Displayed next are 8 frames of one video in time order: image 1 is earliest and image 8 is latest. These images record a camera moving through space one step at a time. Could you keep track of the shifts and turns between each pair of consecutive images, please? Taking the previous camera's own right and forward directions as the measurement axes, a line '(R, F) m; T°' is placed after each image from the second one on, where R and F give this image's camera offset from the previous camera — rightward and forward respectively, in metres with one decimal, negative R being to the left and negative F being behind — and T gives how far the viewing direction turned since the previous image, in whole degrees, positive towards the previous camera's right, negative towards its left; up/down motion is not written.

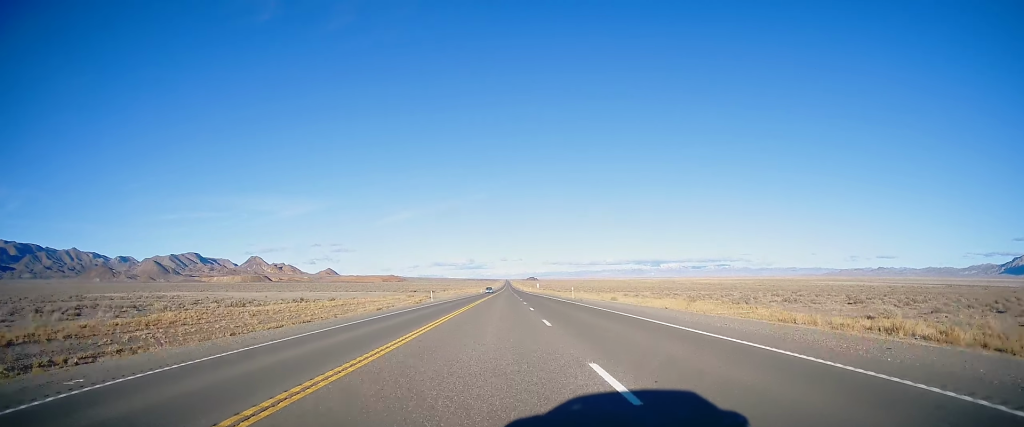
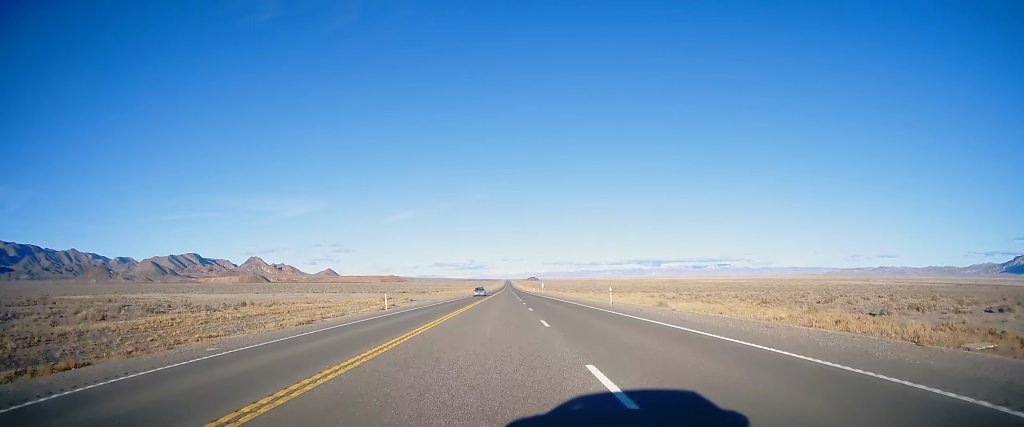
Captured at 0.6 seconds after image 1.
(+0.2, +24.7) m; 0°
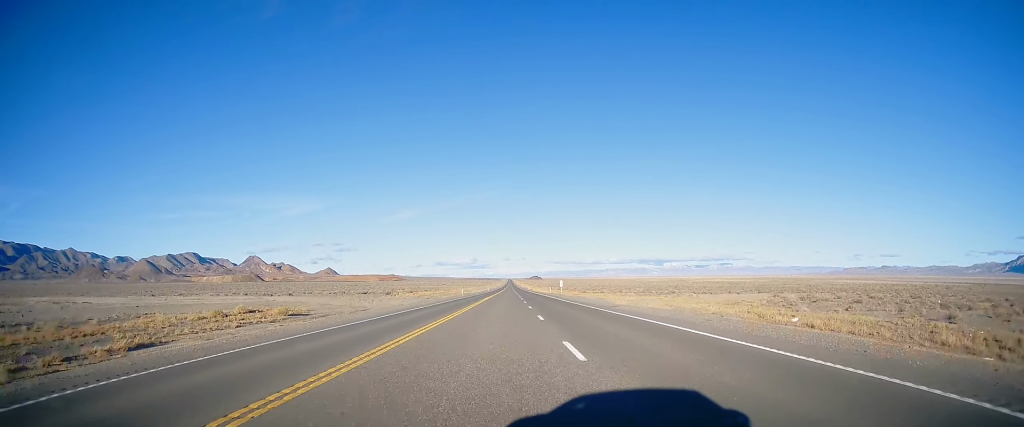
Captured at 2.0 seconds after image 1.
(-0.4, +58.2) m; 0°
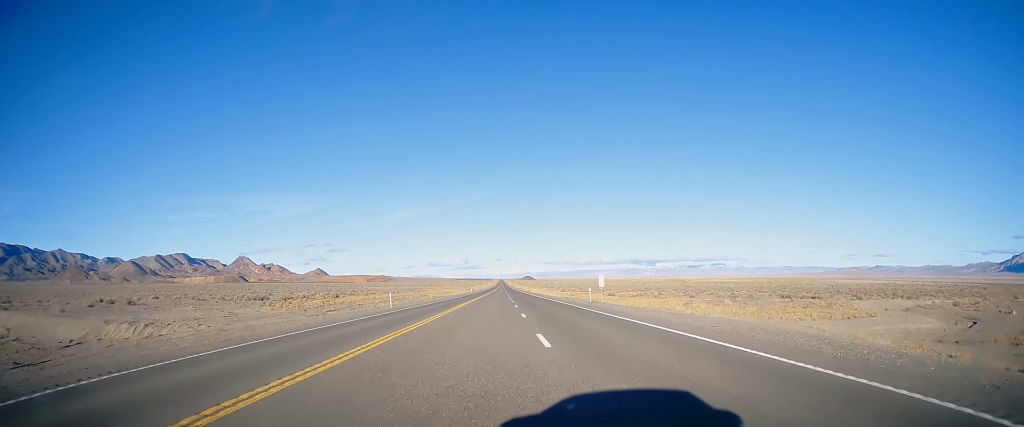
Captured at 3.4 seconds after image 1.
(+0.4, +59.0) m; +1°
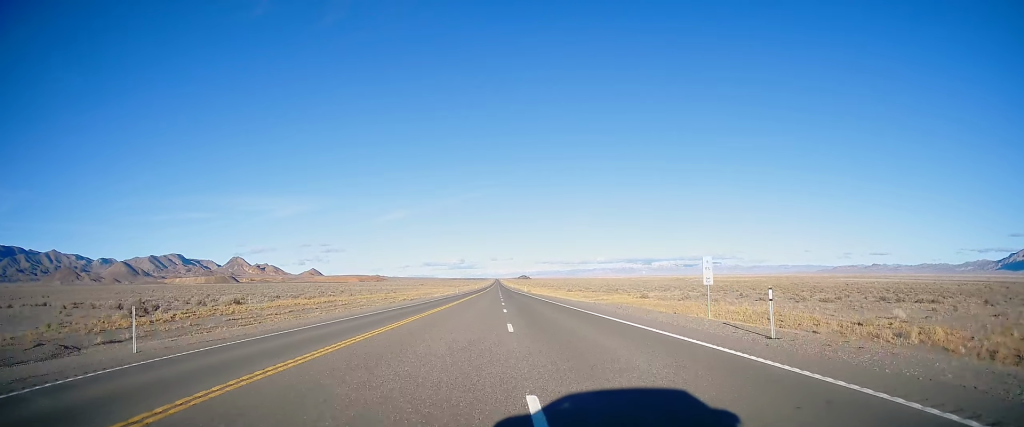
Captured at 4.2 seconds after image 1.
(+0.1, +32.4) m; 0°
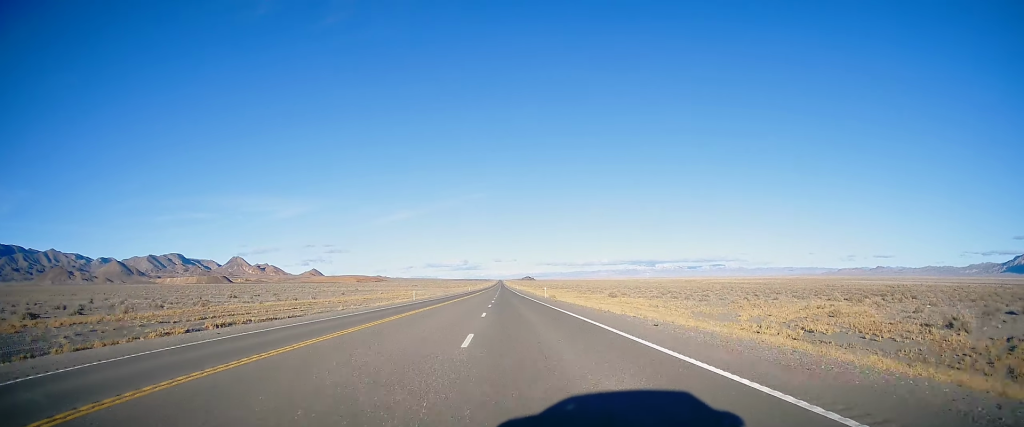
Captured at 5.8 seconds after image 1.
(+0.1, +63.7) m; 0°
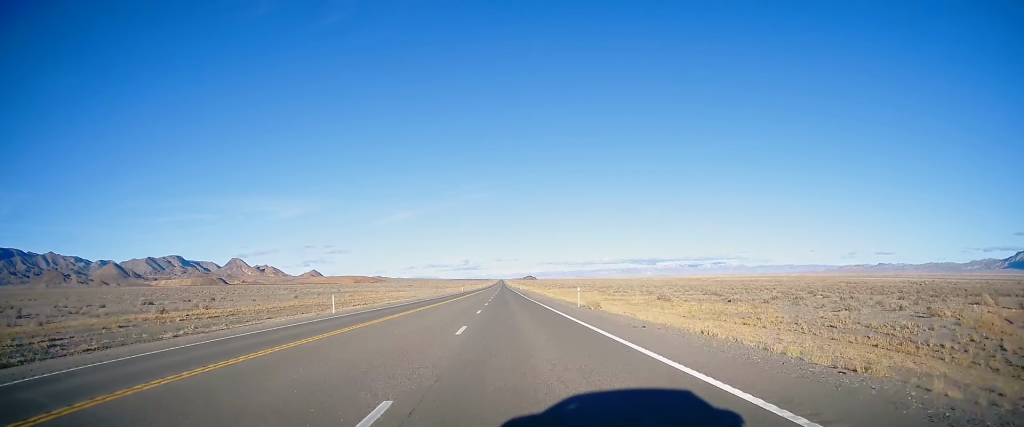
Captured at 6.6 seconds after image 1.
(+0.3, +32.8) m; 0°
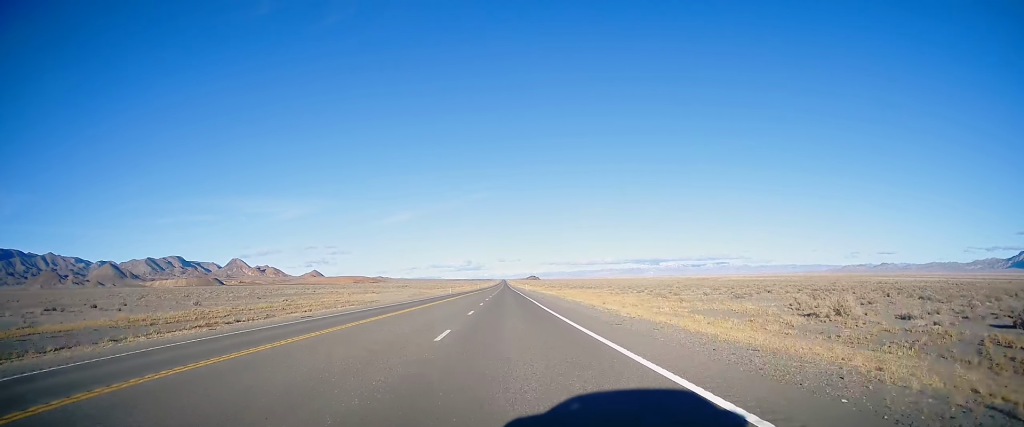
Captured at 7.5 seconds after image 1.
(-0.2, +38.4) m; -1°
